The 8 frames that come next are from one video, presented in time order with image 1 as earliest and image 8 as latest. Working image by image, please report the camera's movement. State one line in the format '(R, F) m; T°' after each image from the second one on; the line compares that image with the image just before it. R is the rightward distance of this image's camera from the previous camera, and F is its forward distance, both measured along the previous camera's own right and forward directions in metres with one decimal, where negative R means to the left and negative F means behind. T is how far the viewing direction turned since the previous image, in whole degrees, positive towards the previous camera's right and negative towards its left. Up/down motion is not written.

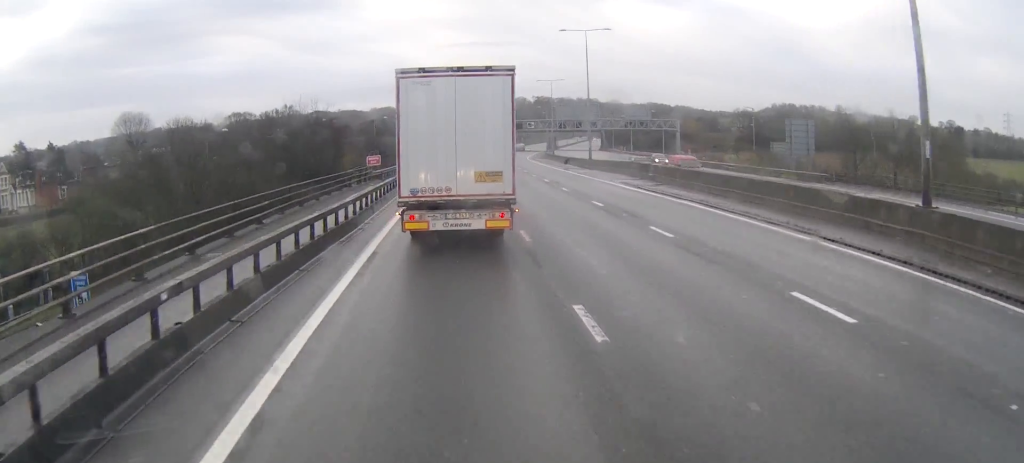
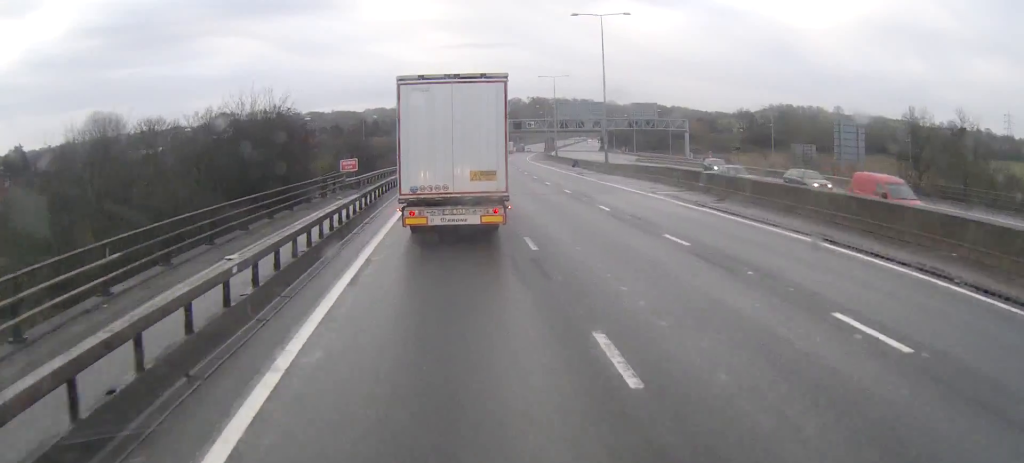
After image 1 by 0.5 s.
(+0.1, +10.7) m; 0°
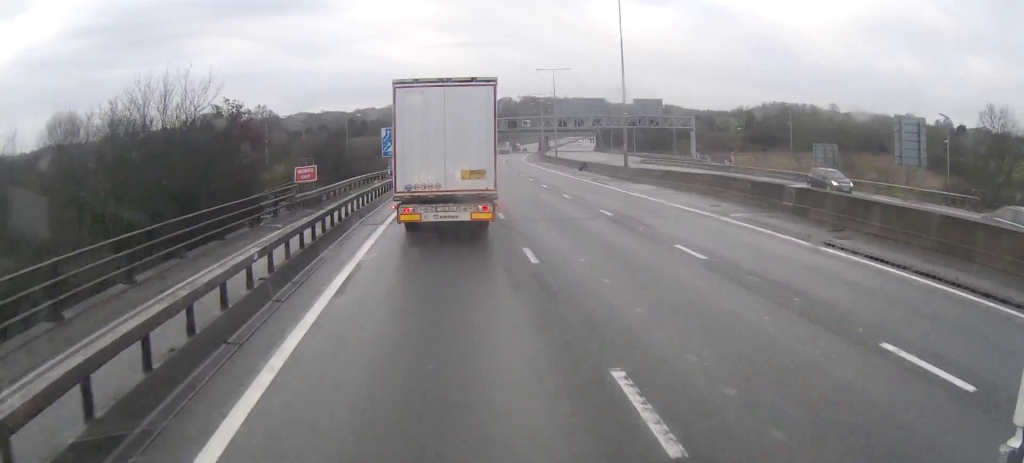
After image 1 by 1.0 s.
(0.0, +10.7) m; 0°
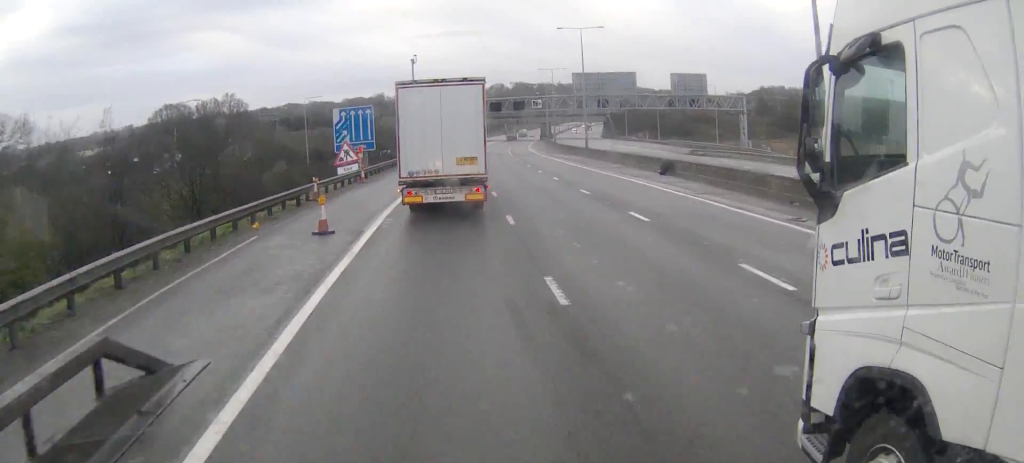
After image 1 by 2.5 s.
(+0.3, +31.8) m; +1°
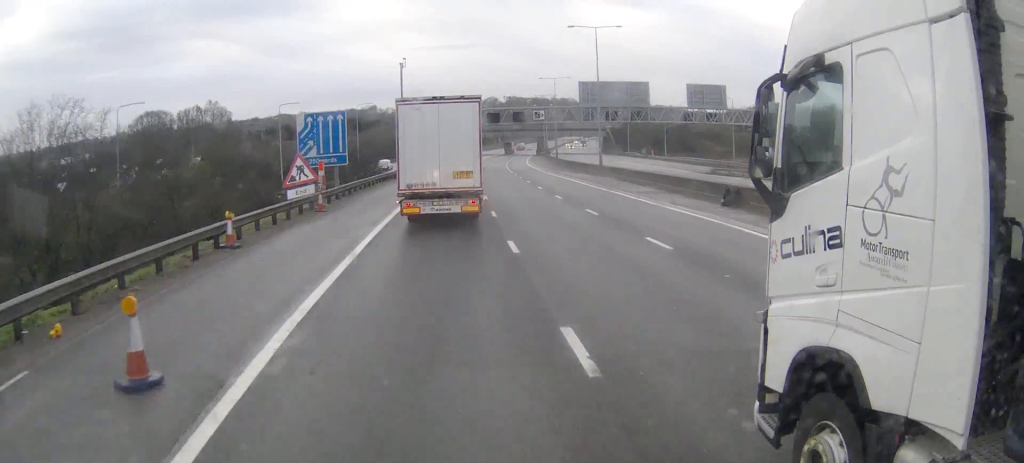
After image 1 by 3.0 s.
(0.0, +11.7) m; +1°
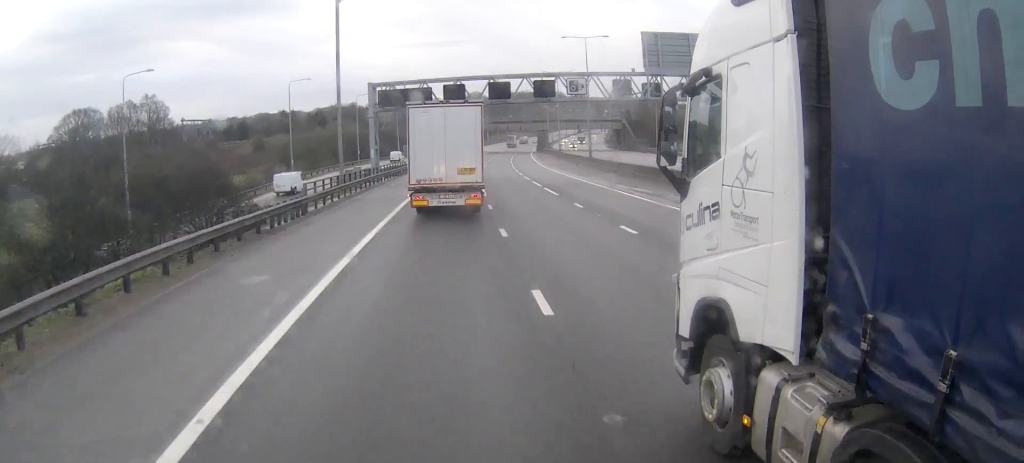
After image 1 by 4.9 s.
(+0.3, +43.0) m; +1°
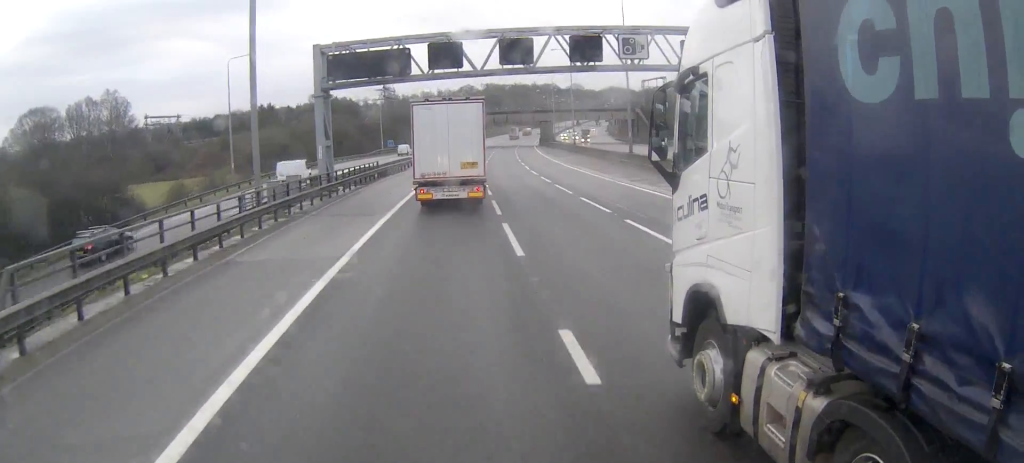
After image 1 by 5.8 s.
(+0.2, +21.5) m; +1°
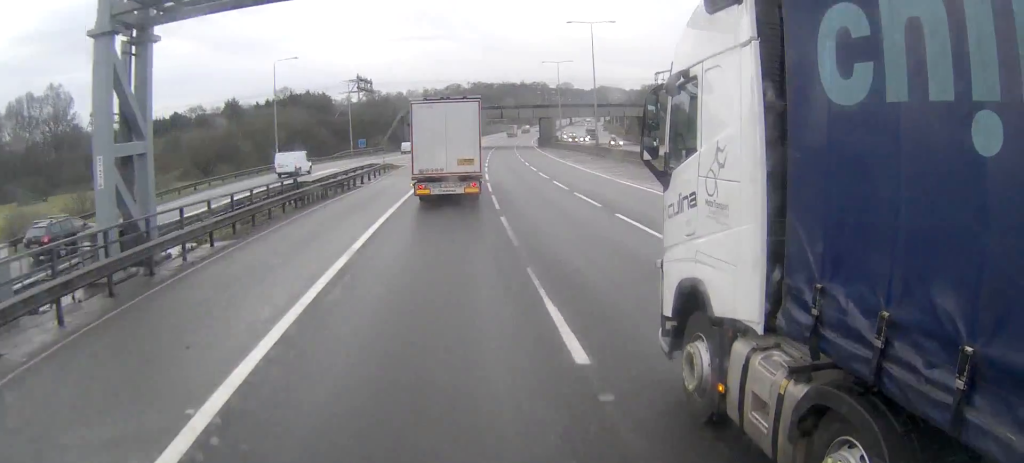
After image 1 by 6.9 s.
(0.0, +24.7) m; +1°
